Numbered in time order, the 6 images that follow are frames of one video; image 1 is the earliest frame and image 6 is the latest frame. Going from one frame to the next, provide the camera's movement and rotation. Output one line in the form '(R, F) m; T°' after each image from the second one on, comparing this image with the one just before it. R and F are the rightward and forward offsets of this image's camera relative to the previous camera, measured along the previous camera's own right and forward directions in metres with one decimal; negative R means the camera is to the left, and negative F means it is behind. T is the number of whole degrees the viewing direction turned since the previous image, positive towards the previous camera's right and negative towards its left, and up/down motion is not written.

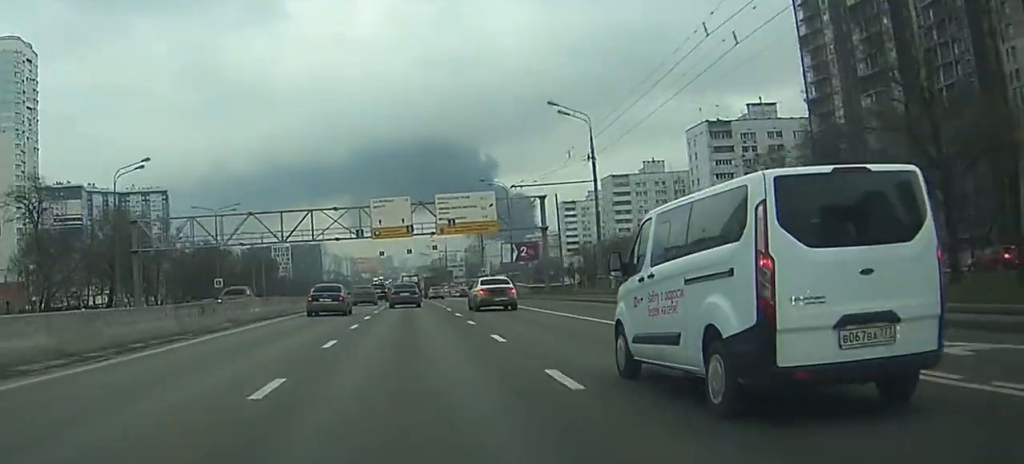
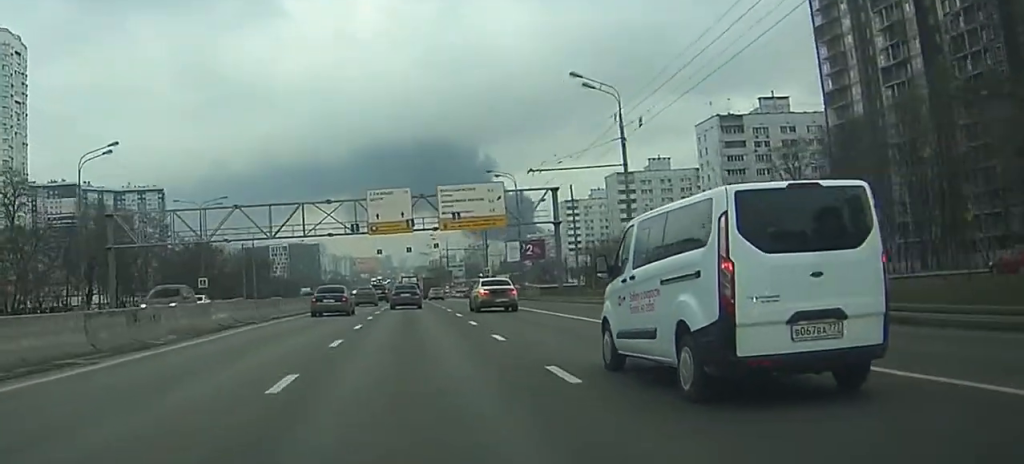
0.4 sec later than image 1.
(+0.1, +8.5) m; +1°
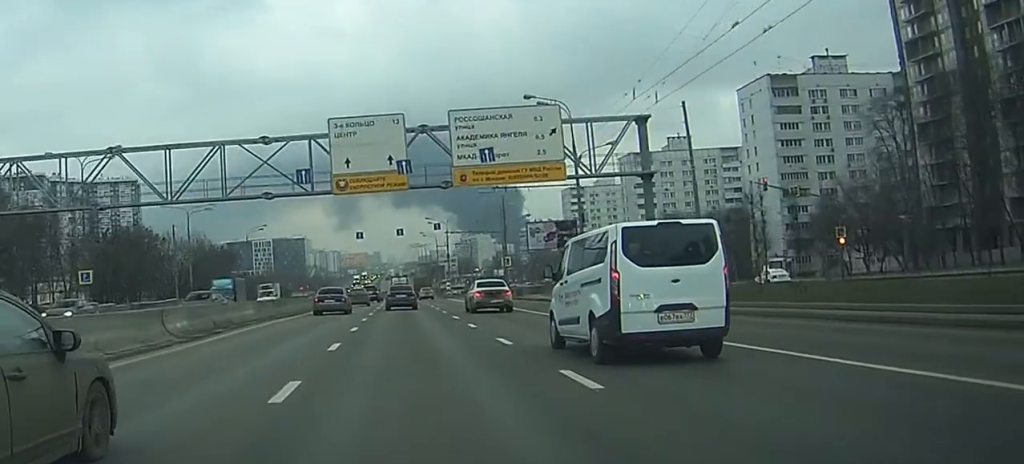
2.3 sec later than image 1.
(+0.4, +34.4) m; +2°
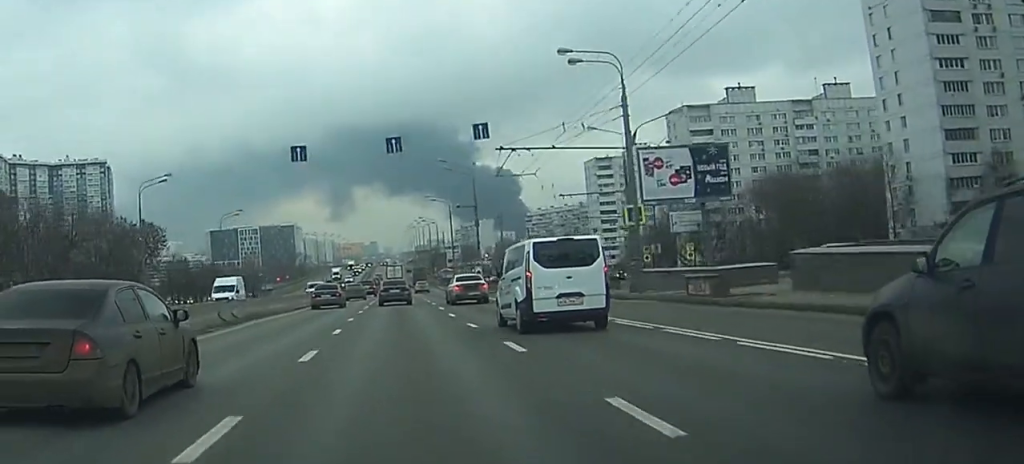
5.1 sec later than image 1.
(+0.5, +50.0) m; +1°
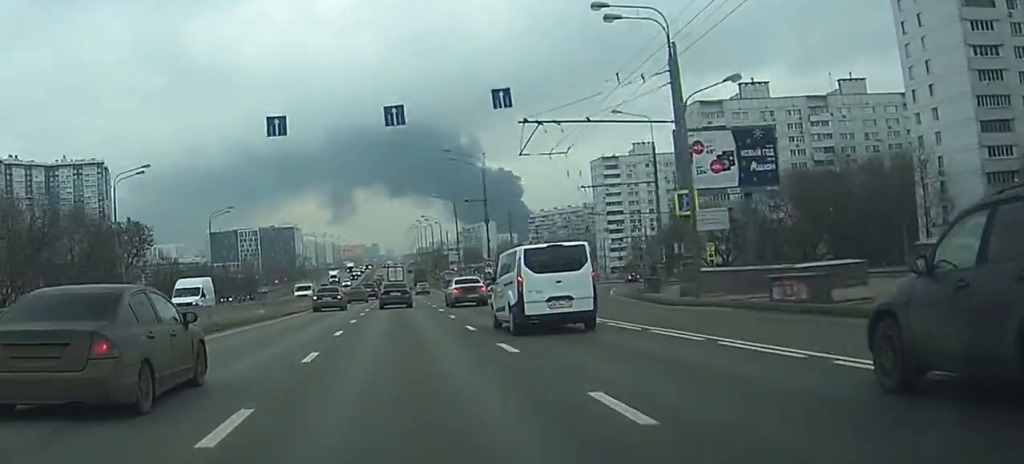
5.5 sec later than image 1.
(0.0, +7.0) m; 0°
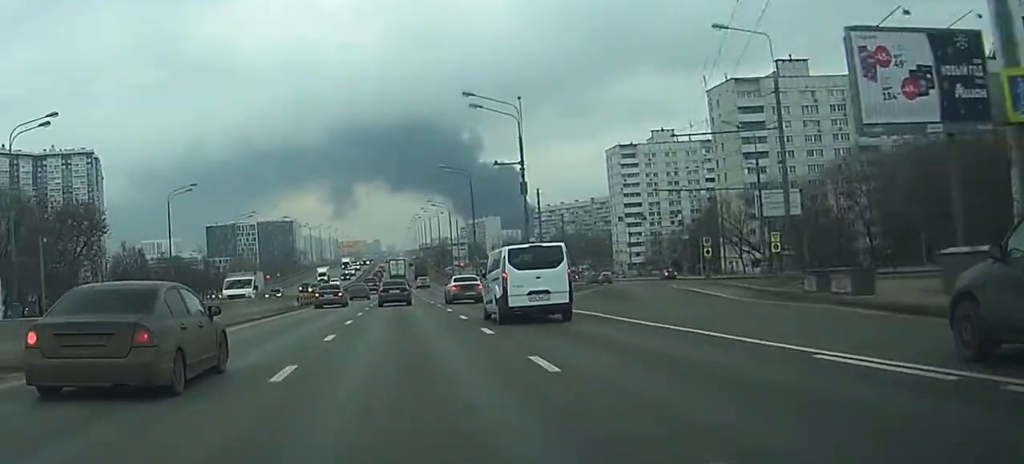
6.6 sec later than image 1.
(0.0, +18.9) m; 0°
